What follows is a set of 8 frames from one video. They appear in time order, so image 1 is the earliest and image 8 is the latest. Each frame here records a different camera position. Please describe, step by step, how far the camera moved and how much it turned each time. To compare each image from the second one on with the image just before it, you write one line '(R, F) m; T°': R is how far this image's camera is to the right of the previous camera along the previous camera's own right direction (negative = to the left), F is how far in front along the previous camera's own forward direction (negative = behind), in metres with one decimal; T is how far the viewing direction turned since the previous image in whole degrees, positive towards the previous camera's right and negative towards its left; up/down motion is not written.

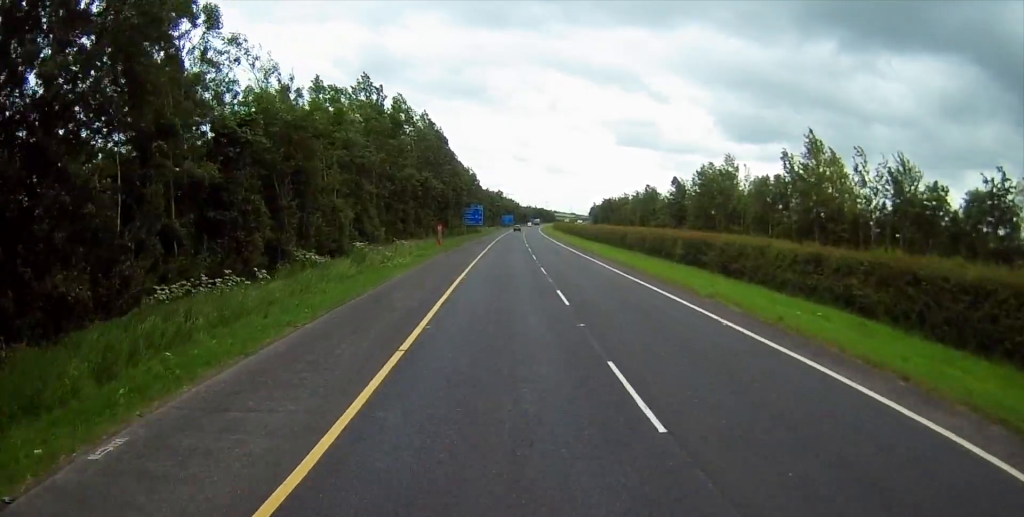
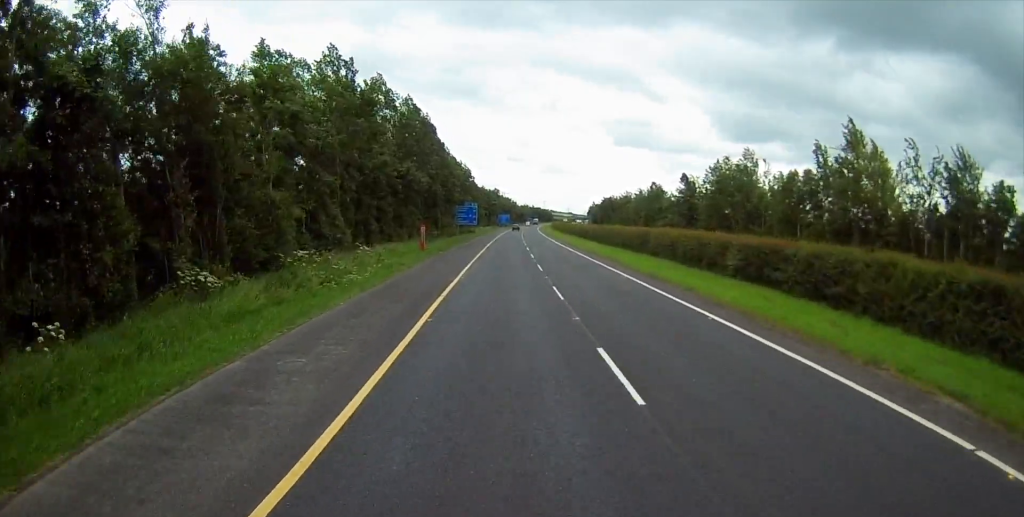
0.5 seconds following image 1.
(0.0, +10.9) m; 0°
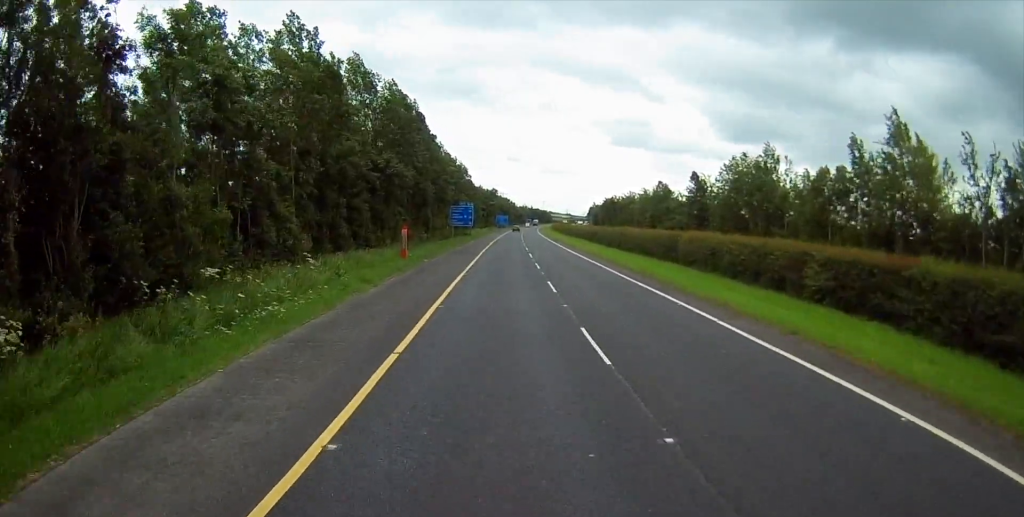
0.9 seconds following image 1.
(0.0, +9.3) m; 0°
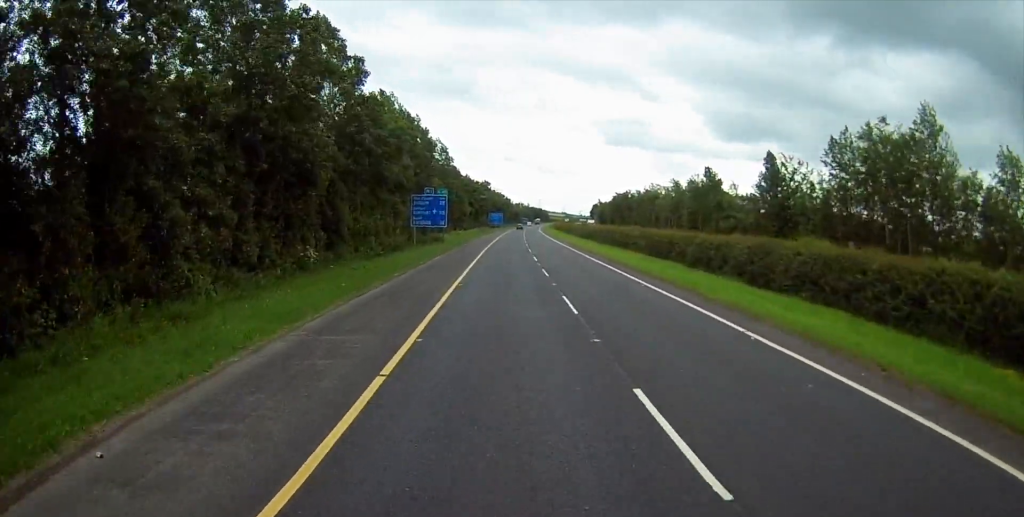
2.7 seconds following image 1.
(+0.5, +41.7) m; +1°
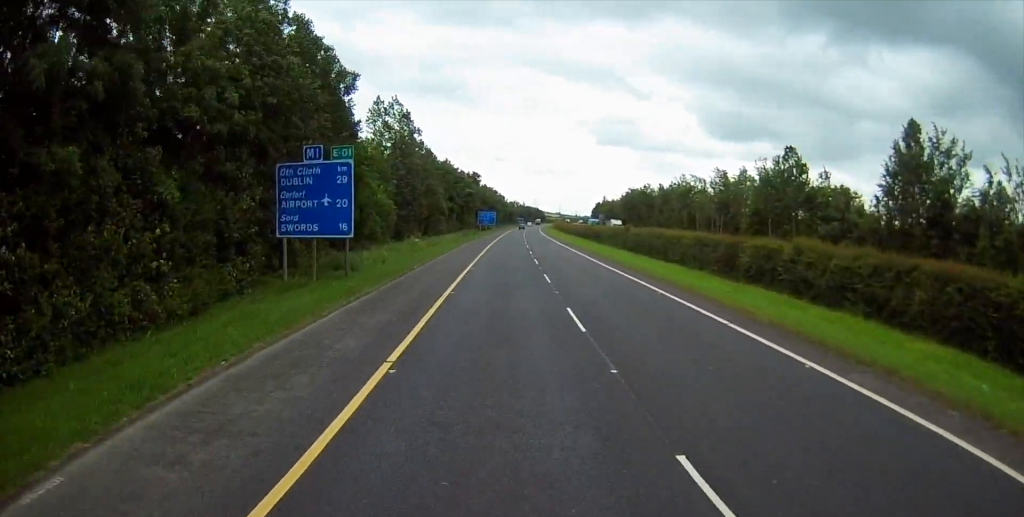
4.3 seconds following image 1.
(0.0, +38.7) m; +1°
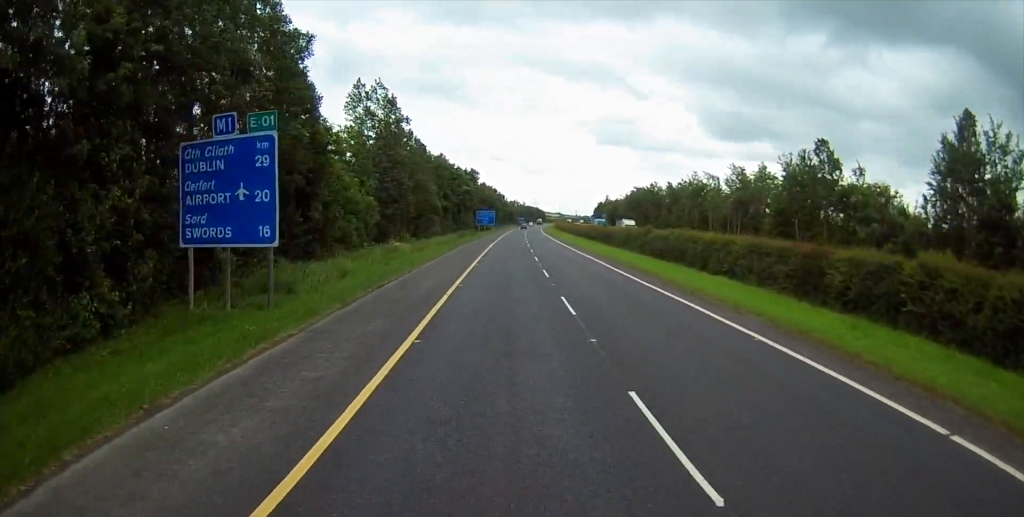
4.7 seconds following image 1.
(+0.1, +9.4) m; 0°
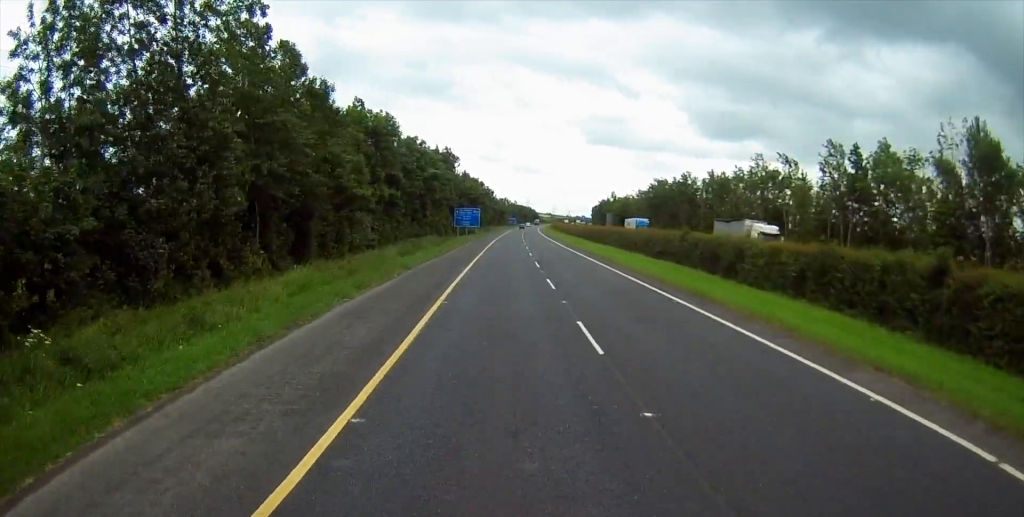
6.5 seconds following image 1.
(+0.3, +41.3) m; 0°
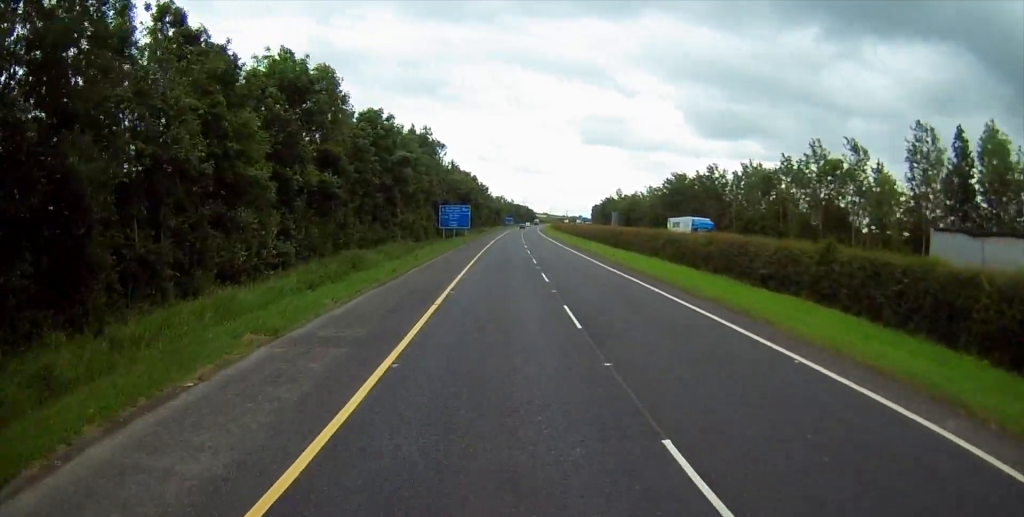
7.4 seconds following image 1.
(0.0, +21.0) m; 0°
